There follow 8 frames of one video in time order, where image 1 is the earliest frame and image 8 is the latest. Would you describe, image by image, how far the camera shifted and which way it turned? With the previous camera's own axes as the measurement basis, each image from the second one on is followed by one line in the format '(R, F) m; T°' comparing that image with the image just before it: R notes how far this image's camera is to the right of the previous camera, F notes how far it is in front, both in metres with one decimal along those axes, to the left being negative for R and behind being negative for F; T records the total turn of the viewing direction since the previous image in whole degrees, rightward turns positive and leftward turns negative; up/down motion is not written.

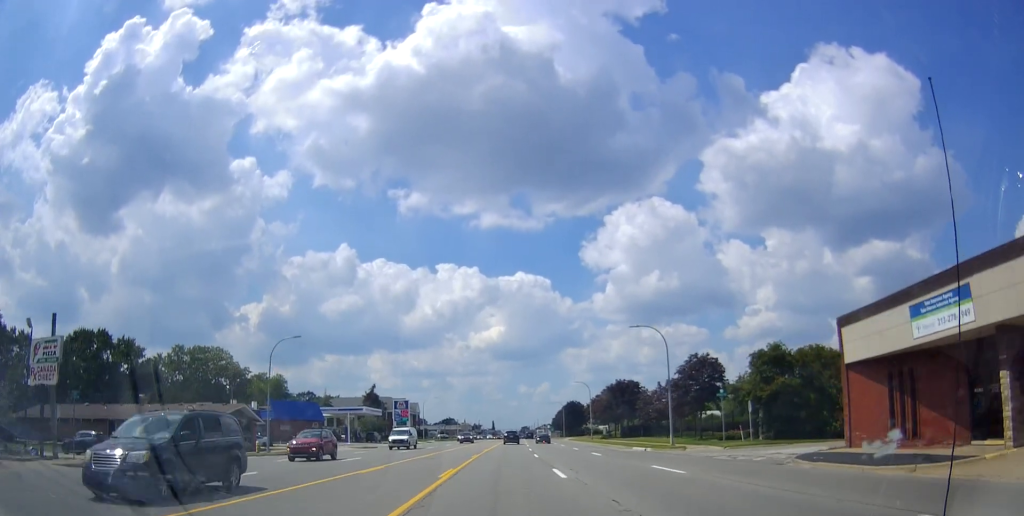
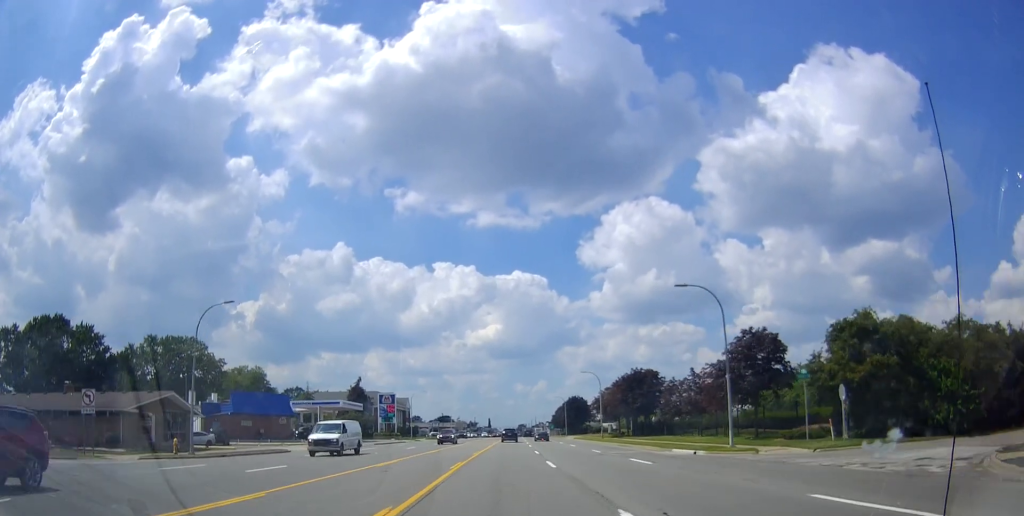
(-0.3, +11.9) m; -1°
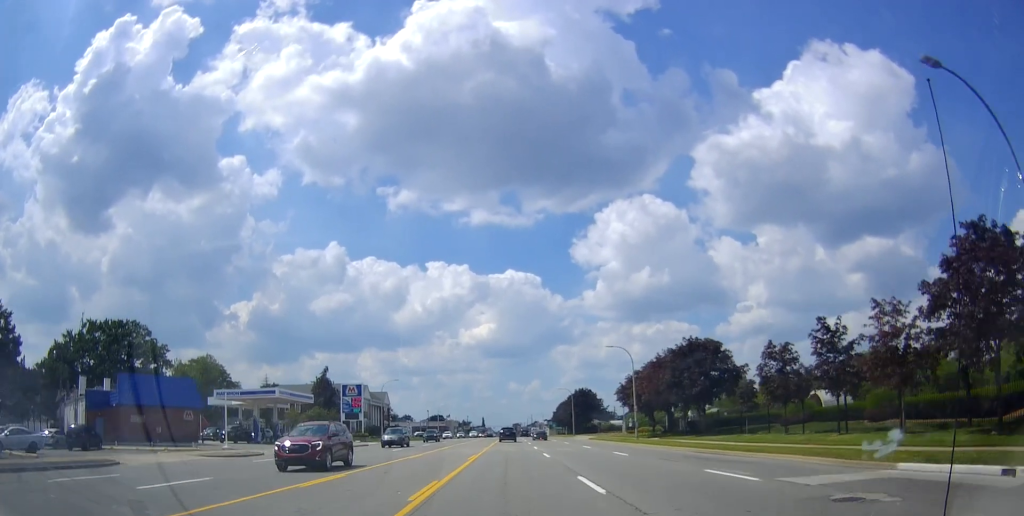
(-0.1, +22.7) m; 0°
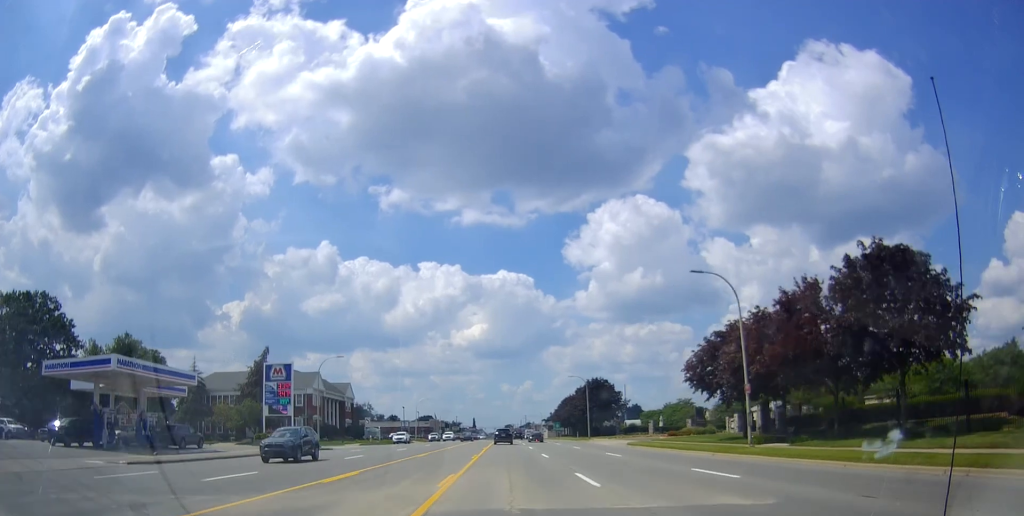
(+0.2, +27.7) m; +2°
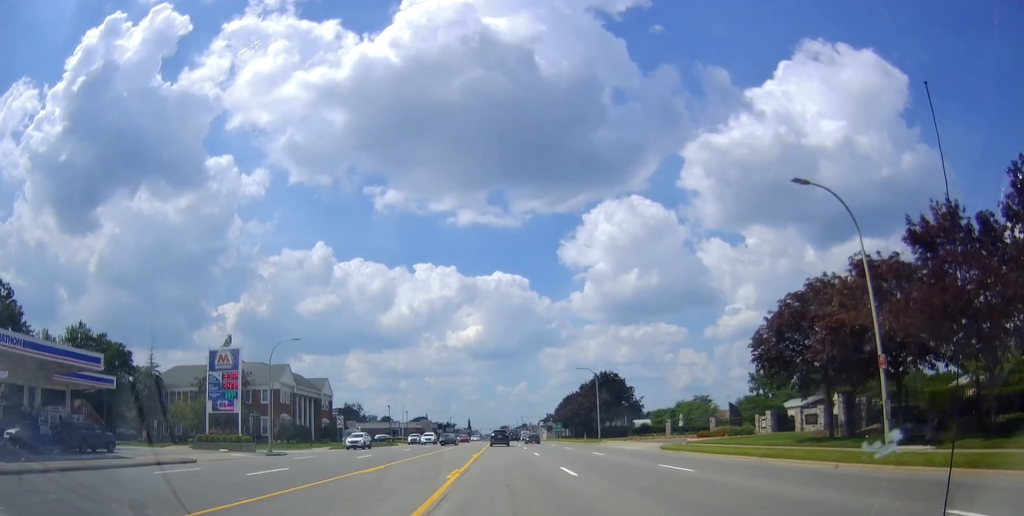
(+0.3, +12.1) m; +1°
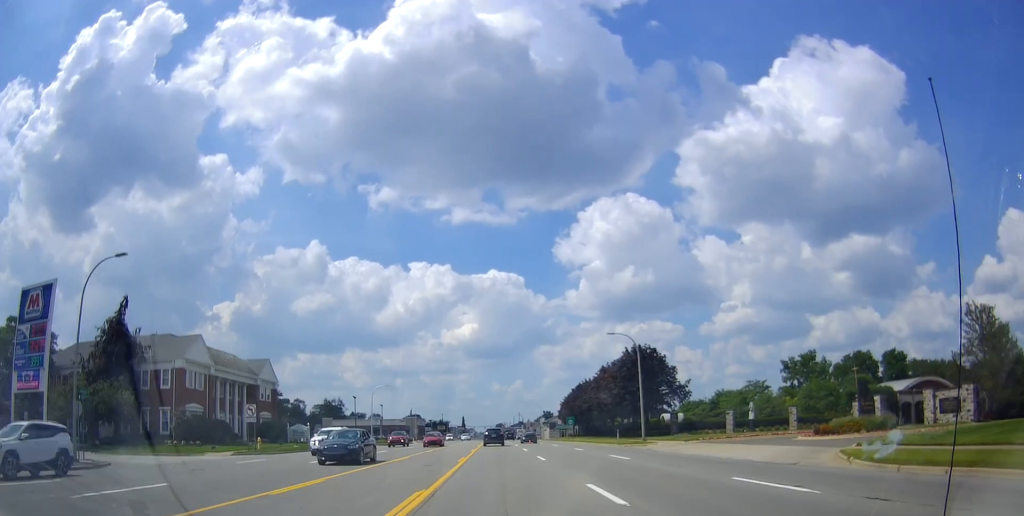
(+0.2, +24.1) m; 0°
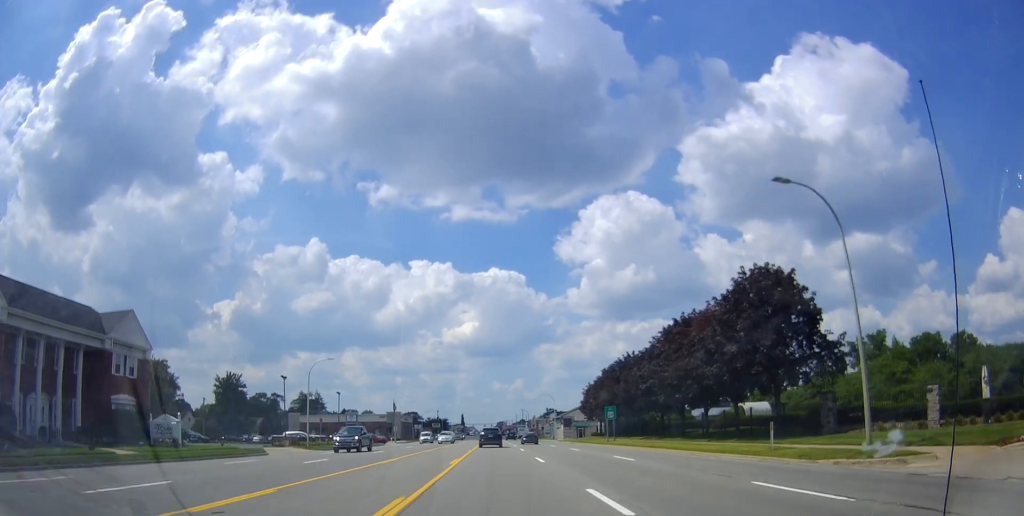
(0.0, +31.5) m; 0°
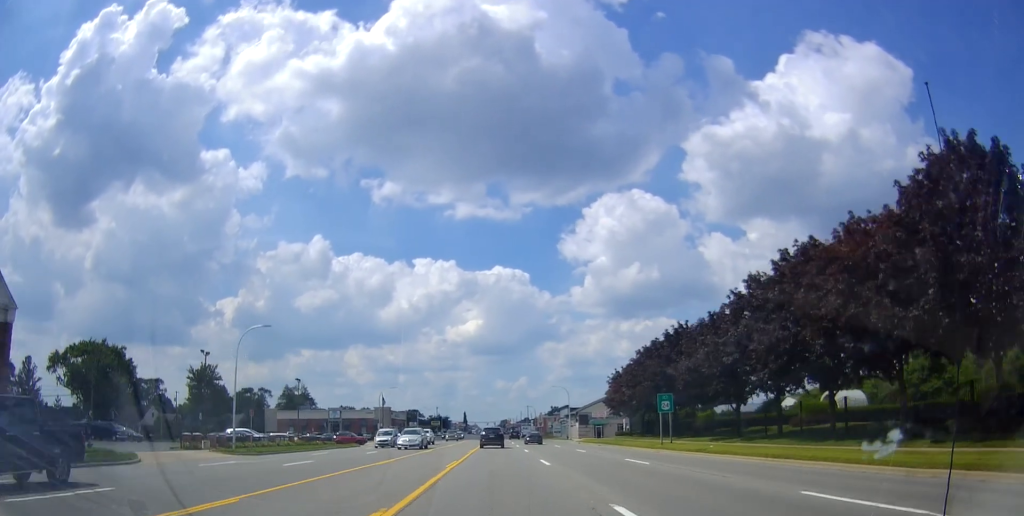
(0.0, +18.4) m; 0°
